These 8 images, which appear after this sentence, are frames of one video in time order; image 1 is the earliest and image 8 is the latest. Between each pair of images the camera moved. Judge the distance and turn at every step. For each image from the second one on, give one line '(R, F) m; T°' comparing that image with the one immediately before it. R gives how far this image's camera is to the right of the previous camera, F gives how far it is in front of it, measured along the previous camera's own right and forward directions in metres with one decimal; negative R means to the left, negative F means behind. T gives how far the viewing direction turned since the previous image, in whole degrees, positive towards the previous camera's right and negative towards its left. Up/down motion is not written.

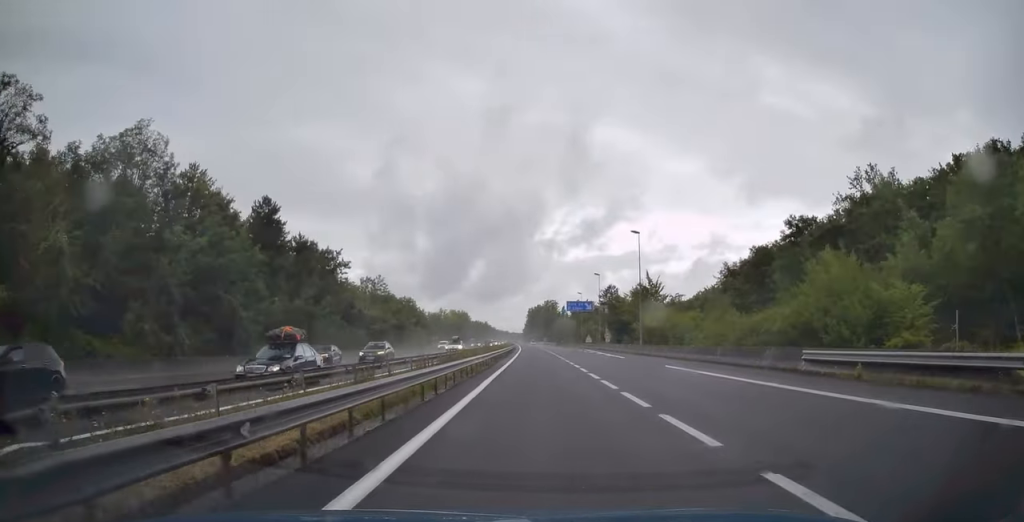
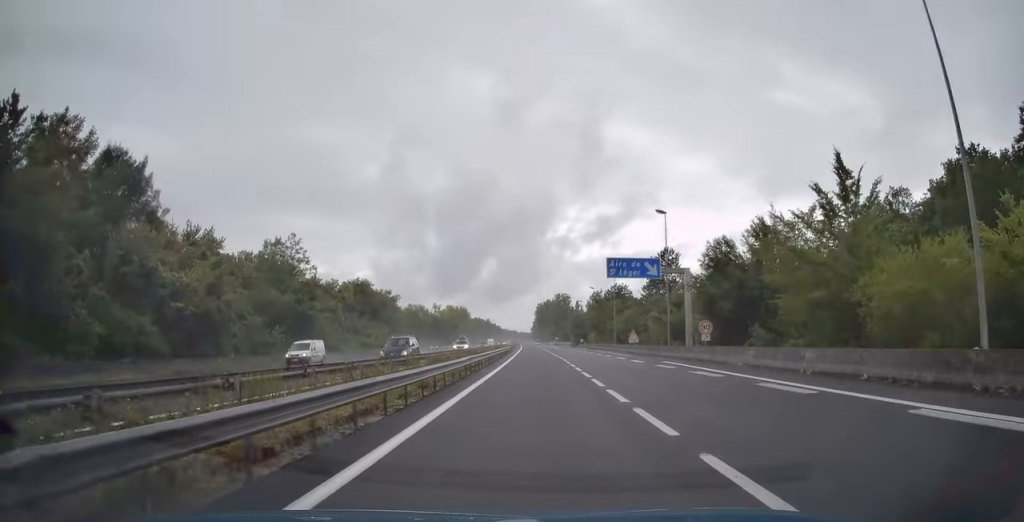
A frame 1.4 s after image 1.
(-0.2, +47.6) m; -1°
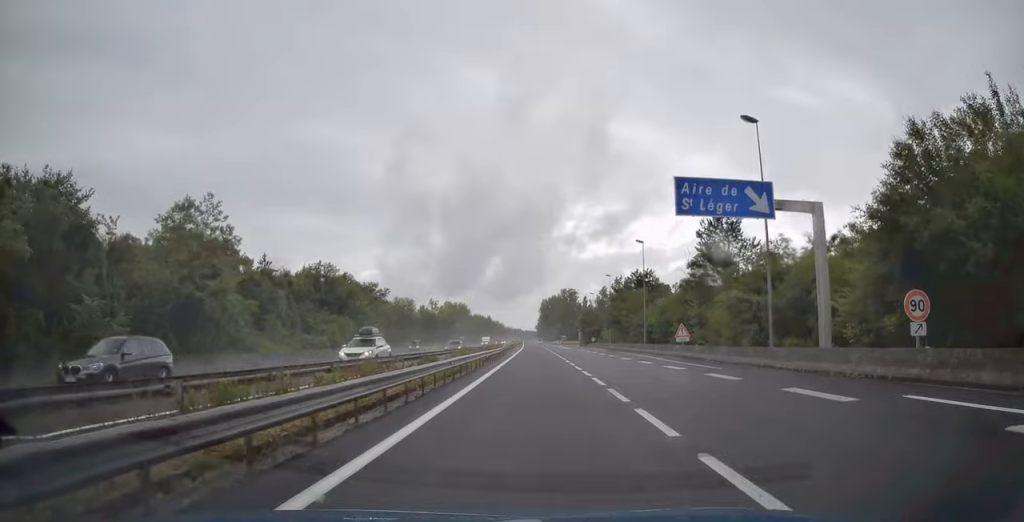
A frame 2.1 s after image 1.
(-0.1, +22.0) m; -1°
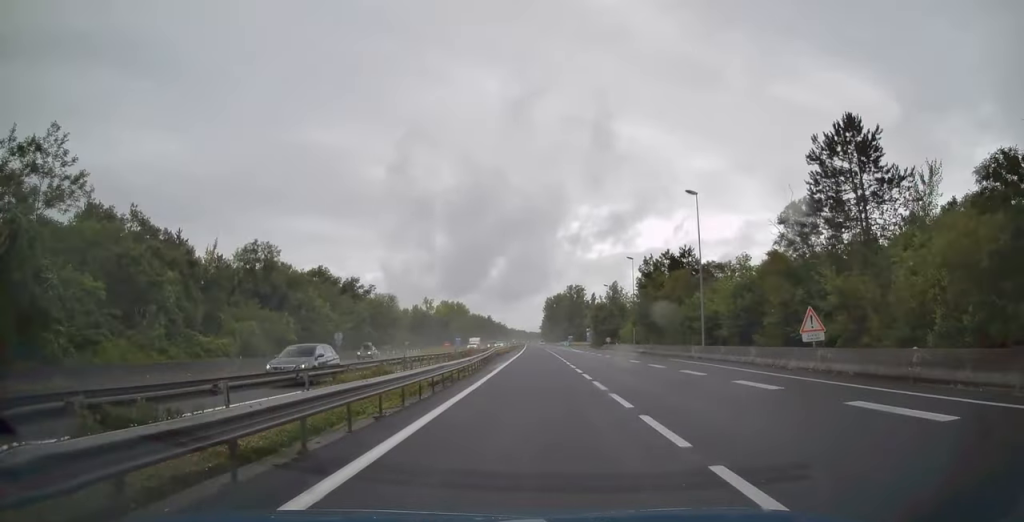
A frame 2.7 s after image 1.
(-0.1, +22.6) m; -1°
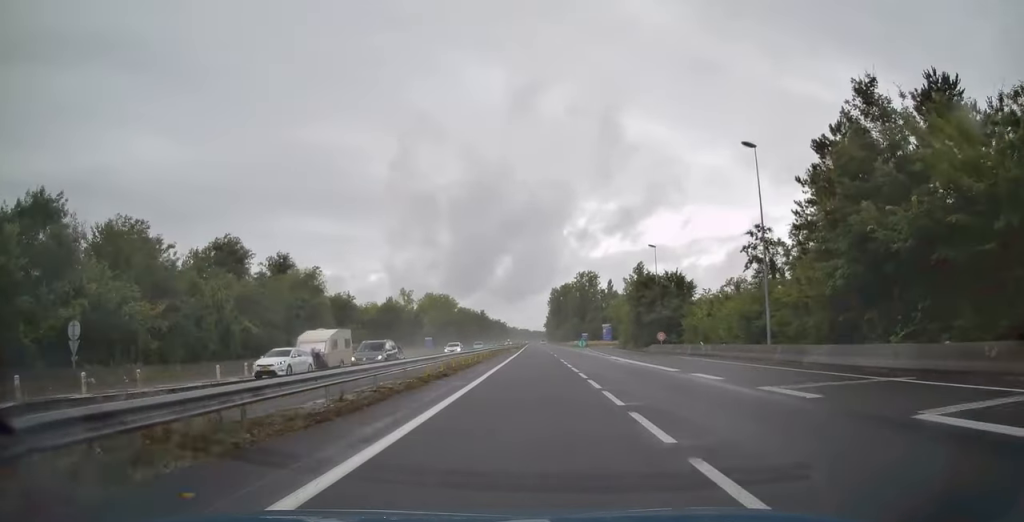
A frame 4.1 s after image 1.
(-0.5, +47.8) m; -1°
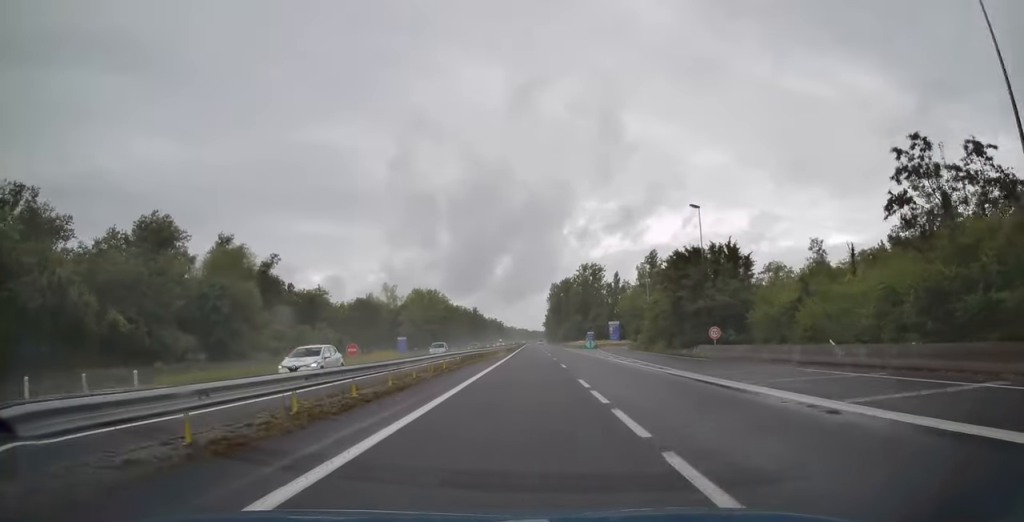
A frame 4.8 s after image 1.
(0.0, +21.4) m; 0°
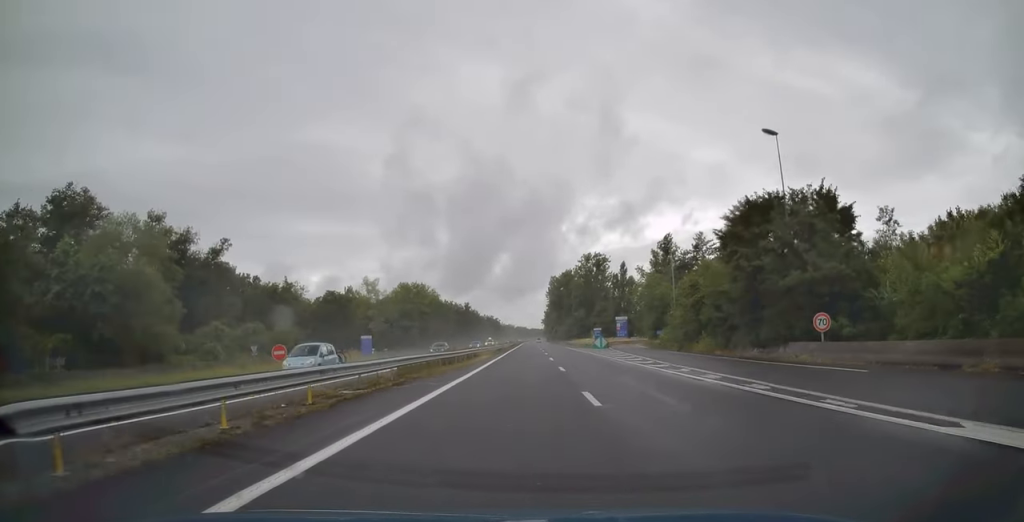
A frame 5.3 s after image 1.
(0.0, +18.6) m; 0°
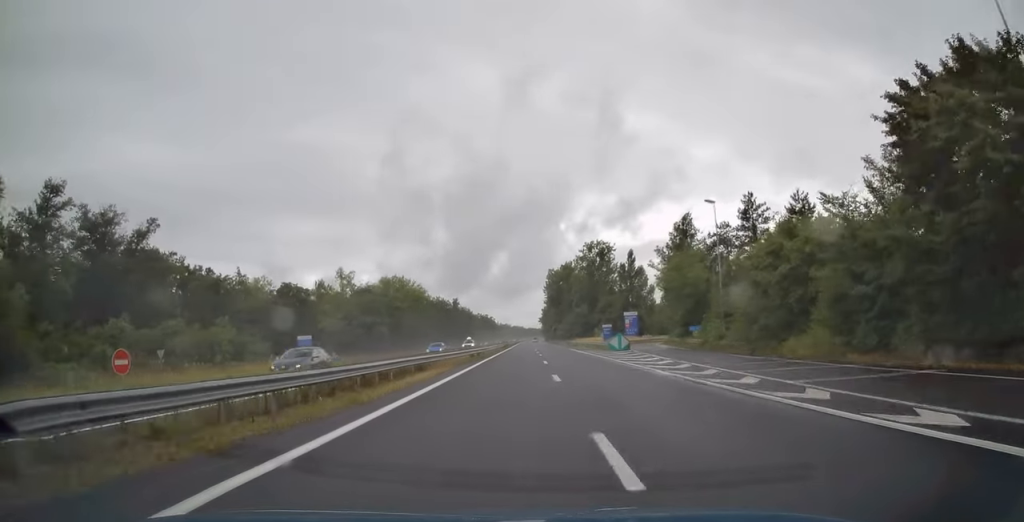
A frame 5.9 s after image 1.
(0.0, +19.6) m; 0°
